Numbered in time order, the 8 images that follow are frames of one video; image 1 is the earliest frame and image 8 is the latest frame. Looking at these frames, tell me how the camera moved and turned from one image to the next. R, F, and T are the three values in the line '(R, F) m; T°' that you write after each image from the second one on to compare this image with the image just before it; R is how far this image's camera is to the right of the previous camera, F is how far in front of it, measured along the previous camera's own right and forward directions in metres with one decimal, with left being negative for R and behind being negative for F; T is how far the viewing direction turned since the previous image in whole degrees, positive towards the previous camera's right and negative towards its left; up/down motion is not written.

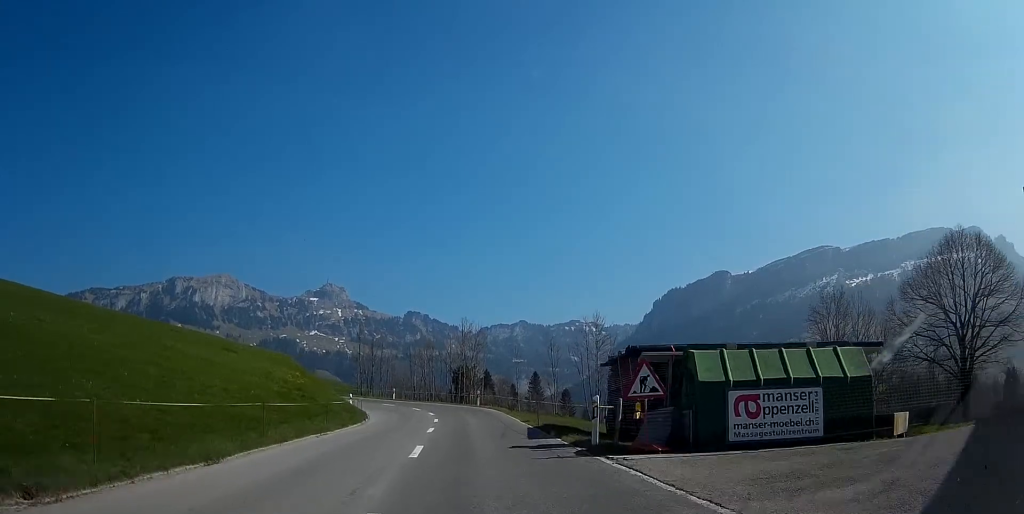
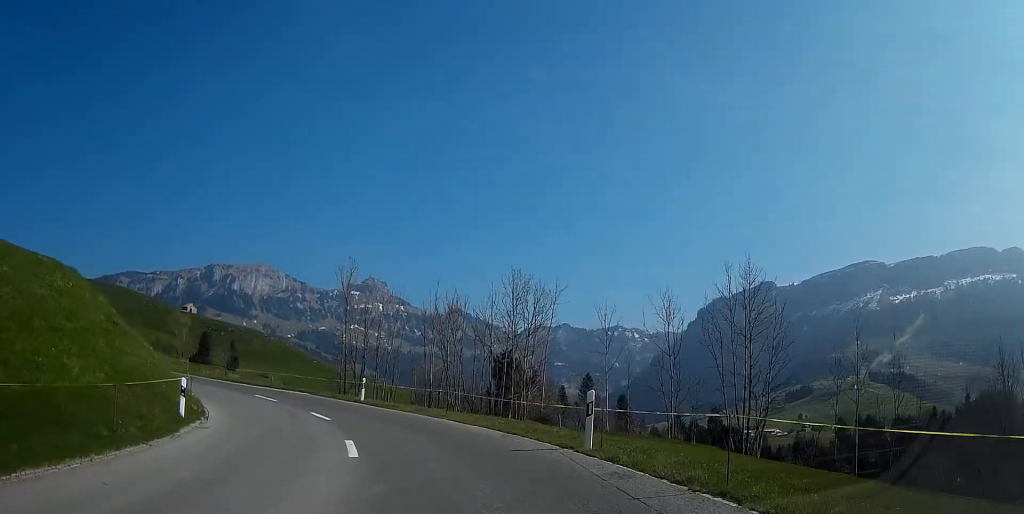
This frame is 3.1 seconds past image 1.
(-0.8, +36.9) m; -6°
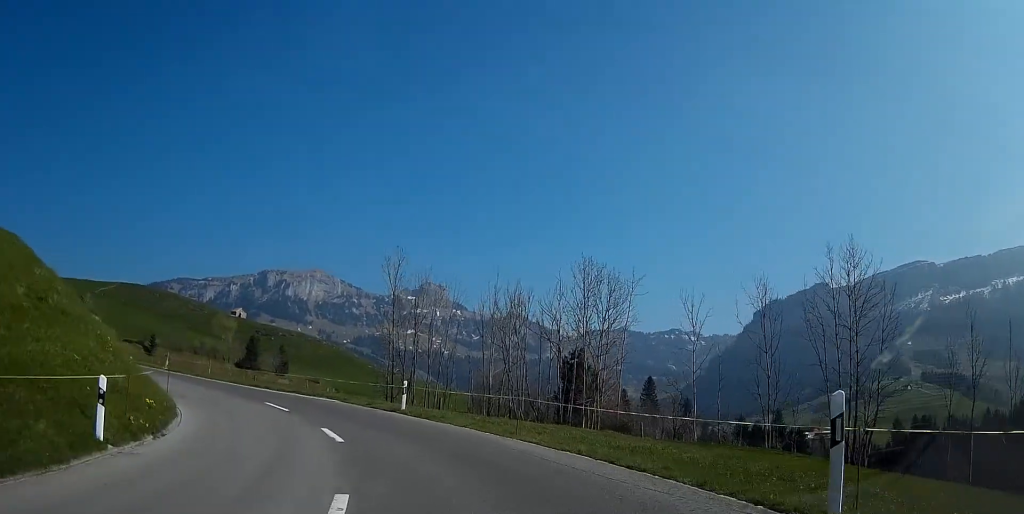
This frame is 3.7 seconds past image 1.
(-0.2, +7.0) m; -5°
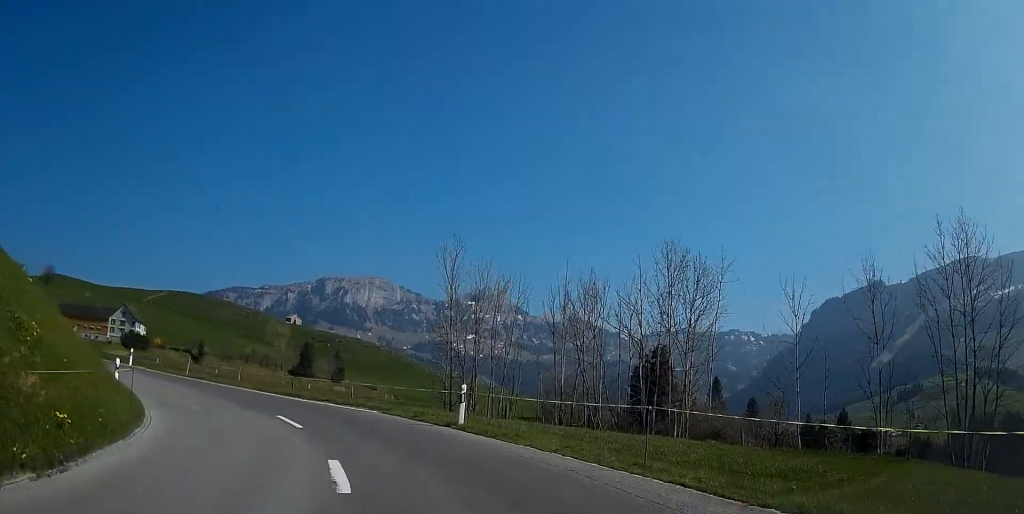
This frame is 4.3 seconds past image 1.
(0.0, +6.2) m; -5°
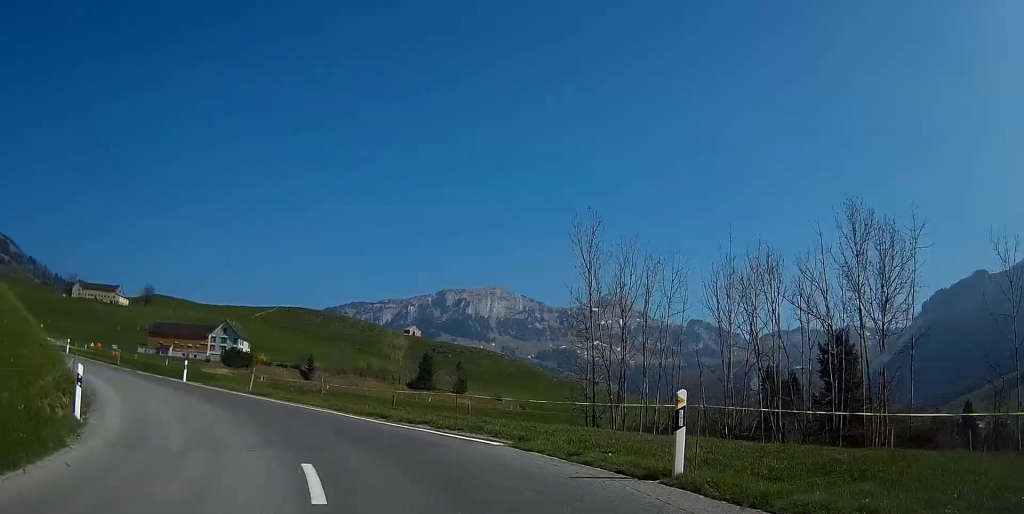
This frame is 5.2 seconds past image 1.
(-0.8, +9.2) m; -12°
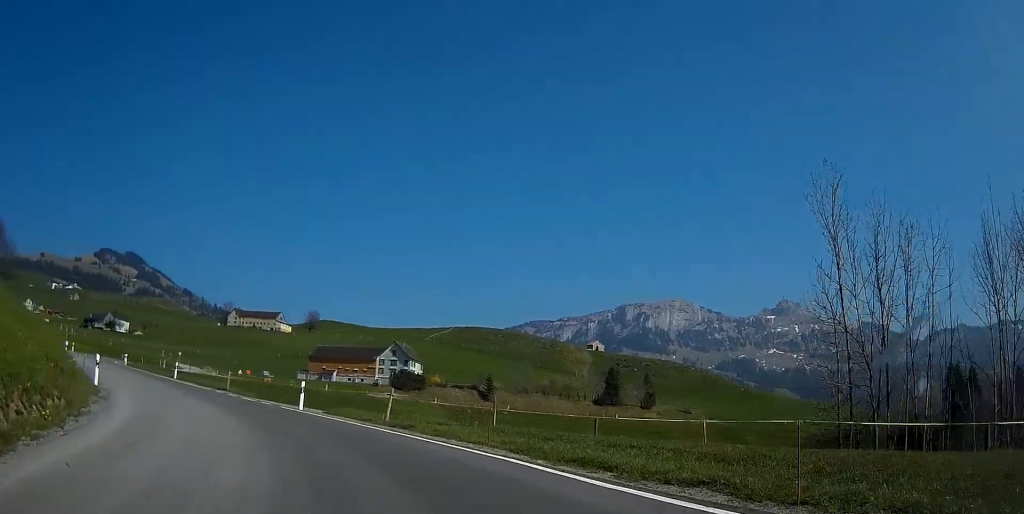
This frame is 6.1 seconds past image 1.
(-1.3, +9.7) m; -14°
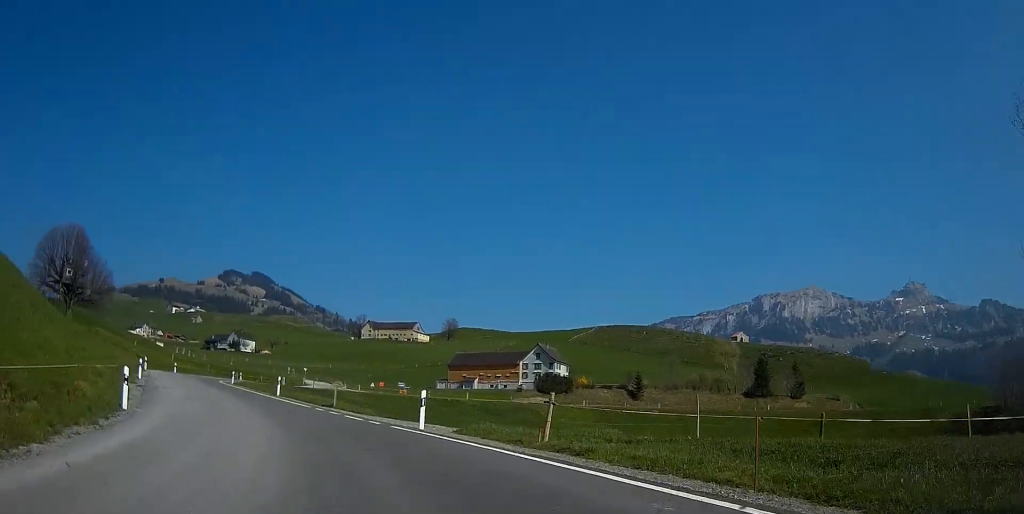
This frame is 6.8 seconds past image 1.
(-0.7, +7.3) m; -10°
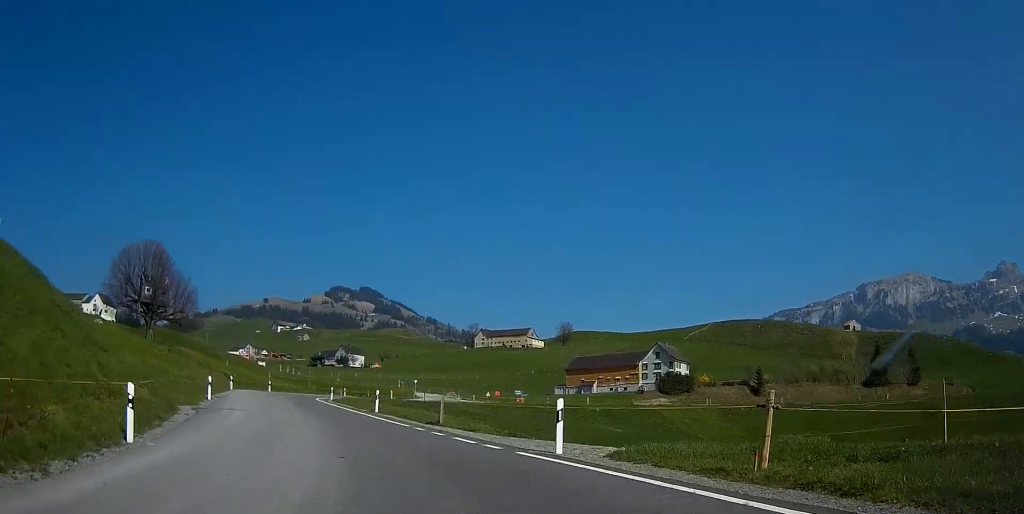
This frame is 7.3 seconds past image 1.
(-0.1, +5.6) m; -8°
